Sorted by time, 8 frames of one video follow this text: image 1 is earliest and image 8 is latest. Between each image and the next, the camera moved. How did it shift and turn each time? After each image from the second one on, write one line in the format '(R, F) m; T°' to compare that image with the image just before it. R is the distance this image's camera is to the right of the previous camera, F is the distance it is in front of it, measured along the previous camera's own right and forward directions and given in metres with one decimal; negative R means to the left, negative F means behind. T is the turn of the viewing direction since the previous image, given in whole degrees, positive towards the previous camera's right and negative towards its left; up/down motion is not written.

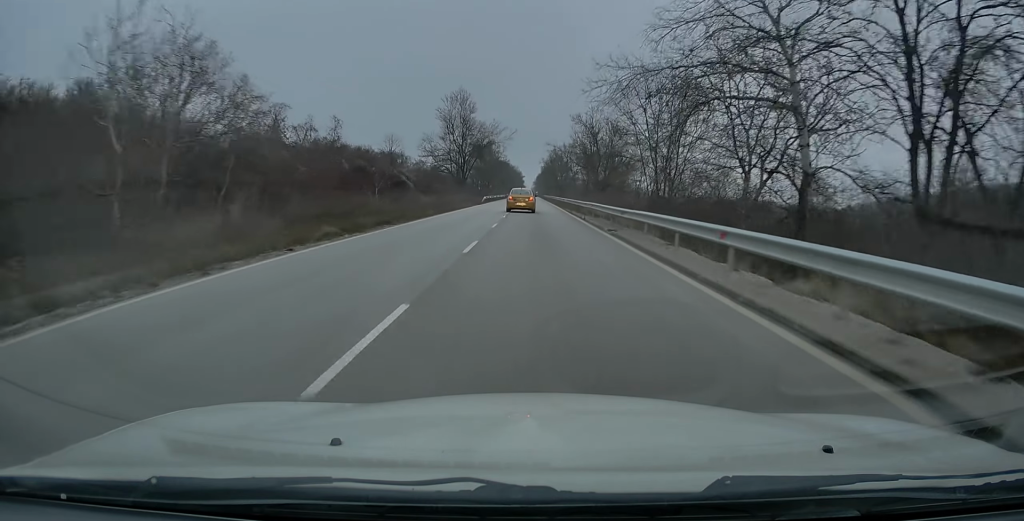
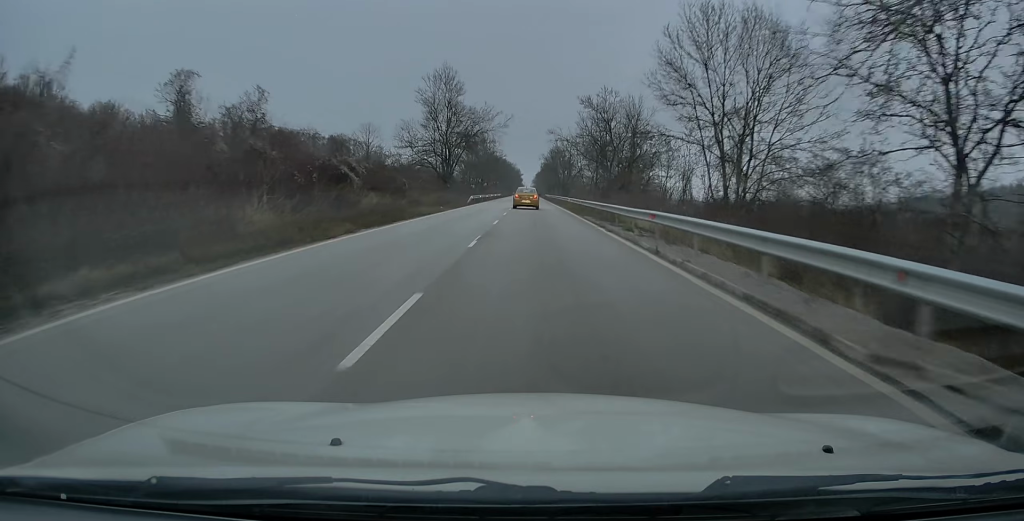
(0.0, +17.5) m; 0°
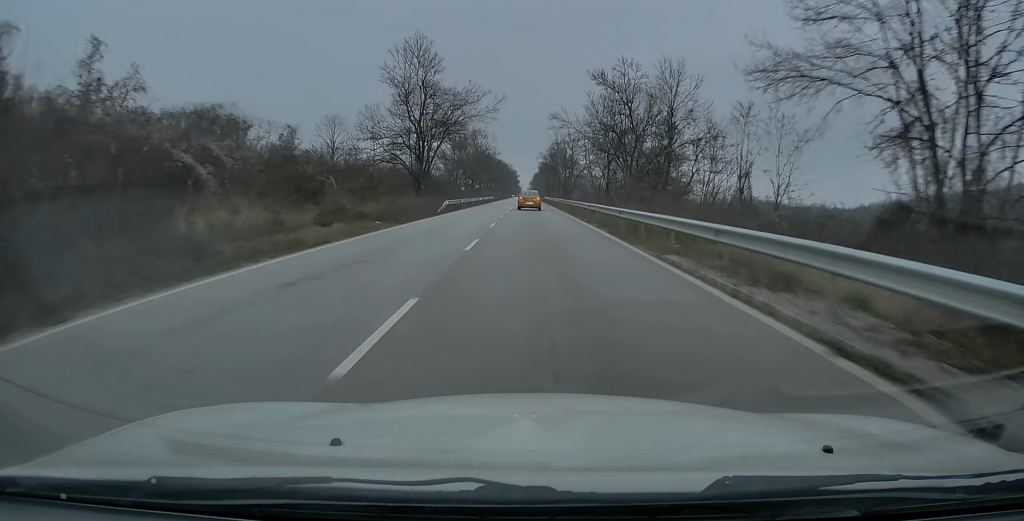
(0.0, +18.1) m; 0°
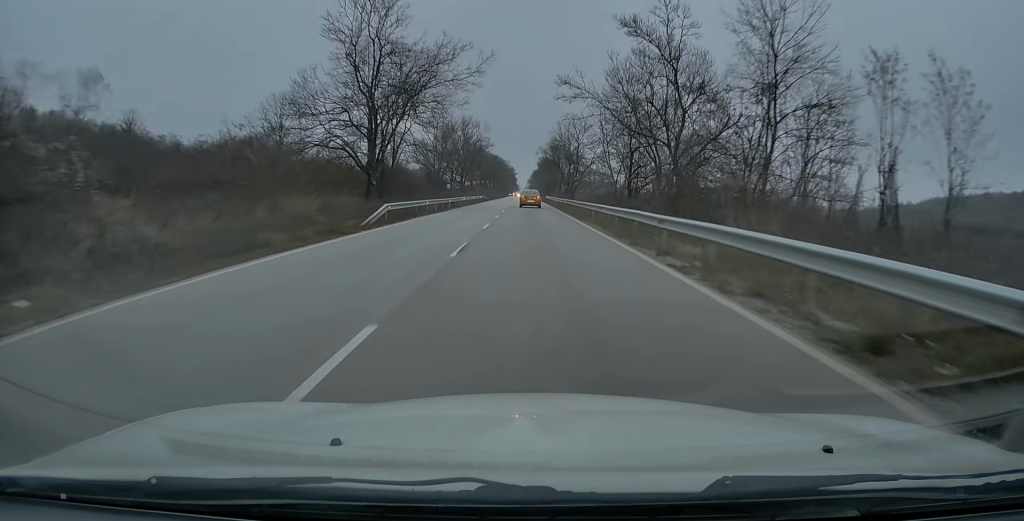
(0.0, +19.5) m; -1°
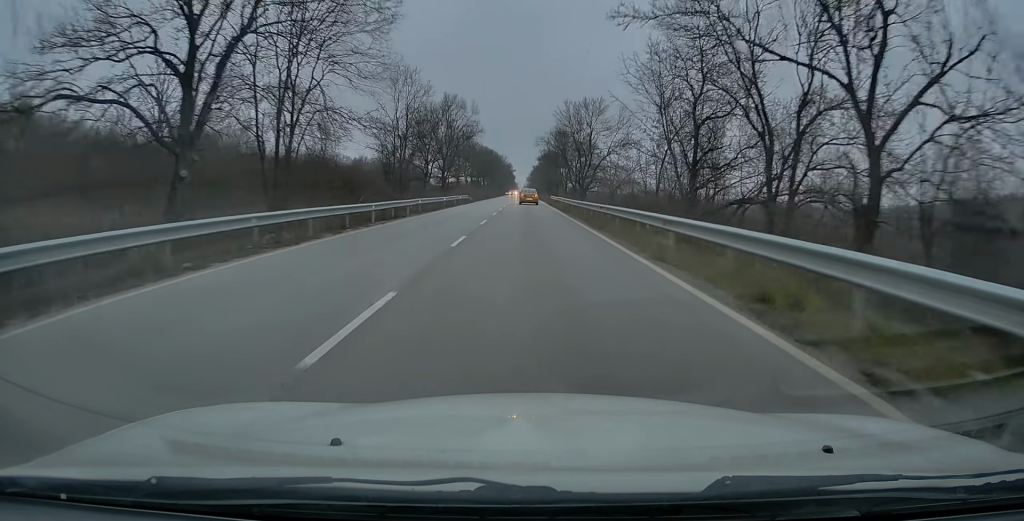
(-0.2, +25.4) m; +1°
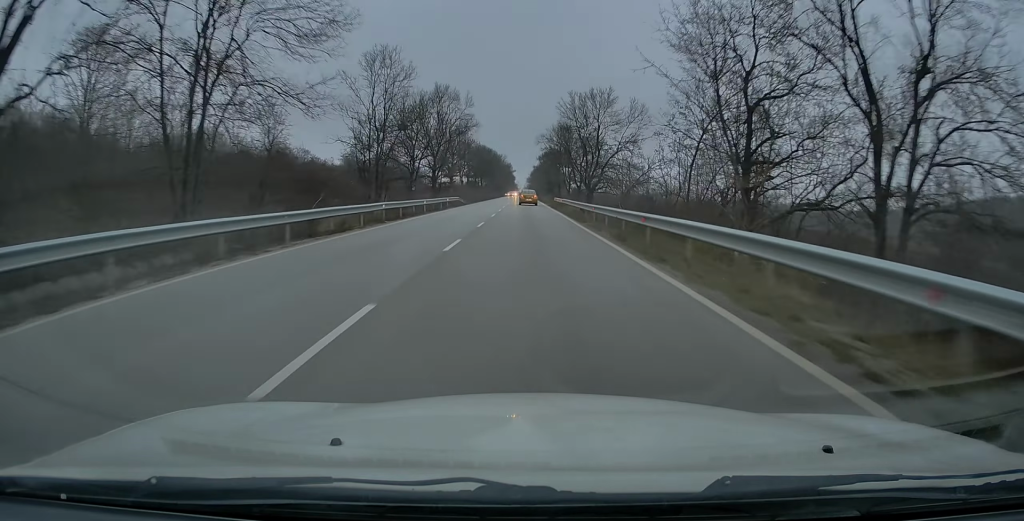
(+0.1, +9.7) m; +1°
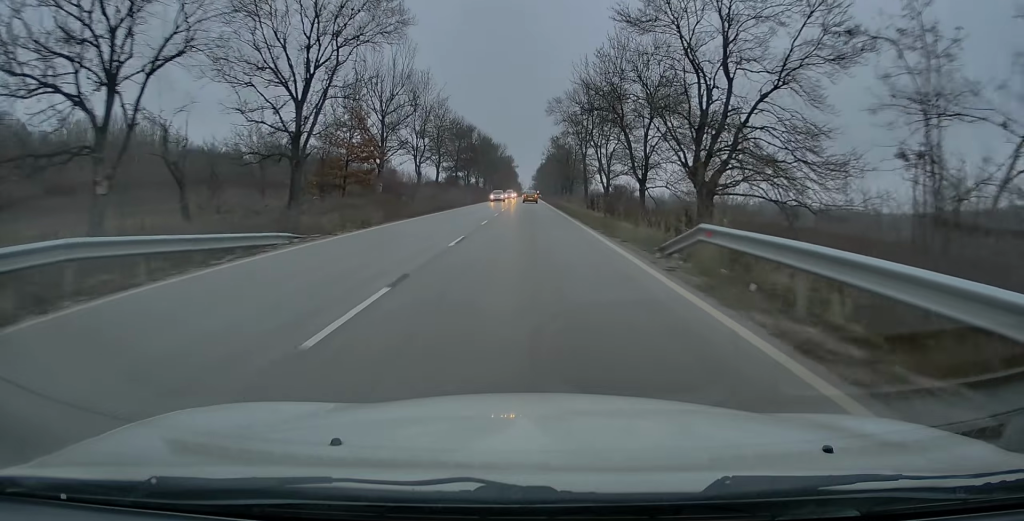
(-0.4, +52.8) m; -2°
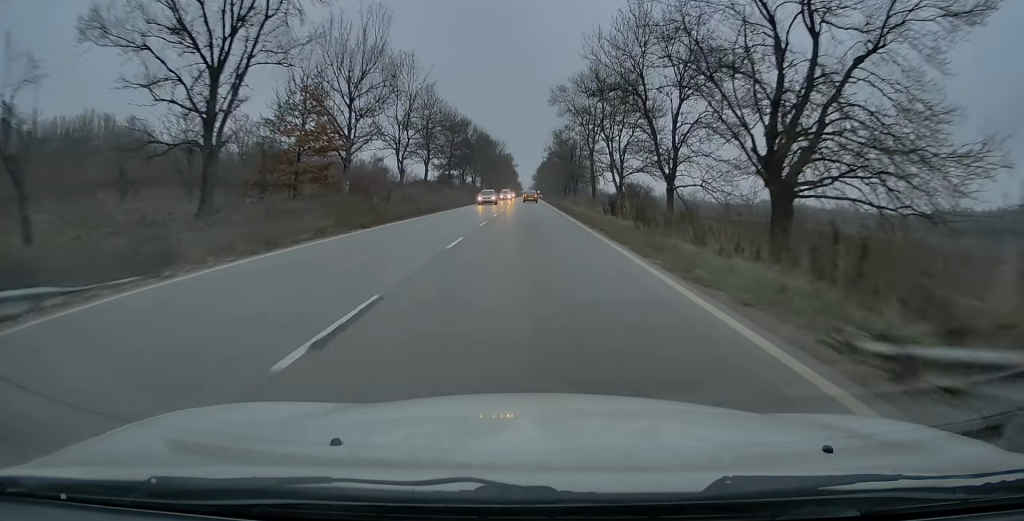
(+0.2, +9.7) m; +1°
